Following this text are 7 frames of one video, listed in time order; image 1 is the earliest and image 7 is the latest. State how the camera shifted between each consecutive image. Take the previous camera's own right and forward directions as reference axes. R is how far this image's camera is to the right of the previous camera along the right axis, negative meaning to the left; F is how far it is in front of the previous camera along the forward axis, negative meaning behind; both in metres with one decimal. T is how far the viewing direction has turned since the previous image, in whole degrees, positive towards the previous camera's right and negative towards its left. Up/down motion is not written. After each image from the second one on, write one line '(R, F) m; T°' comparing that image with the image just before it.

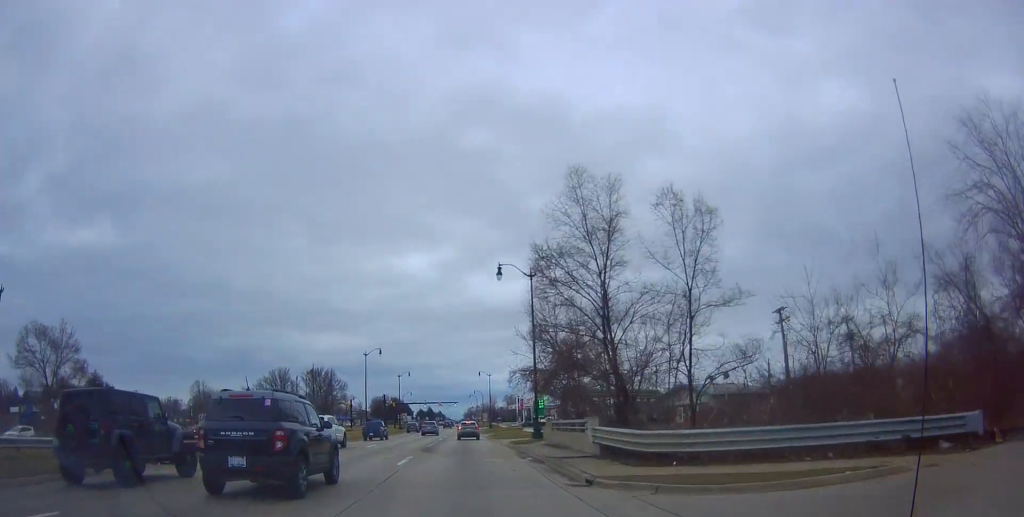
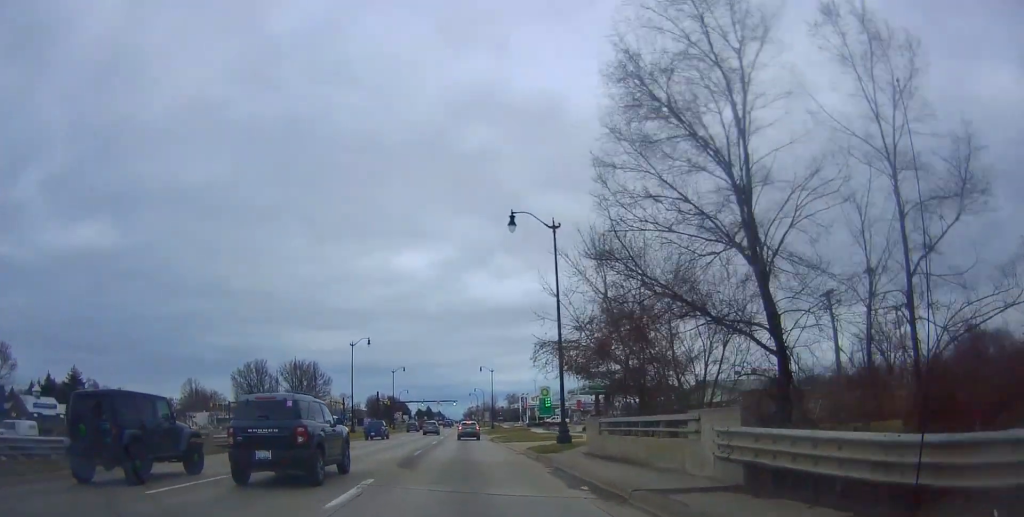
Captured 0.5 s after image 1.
(+0.4, +9.1) m; +1°
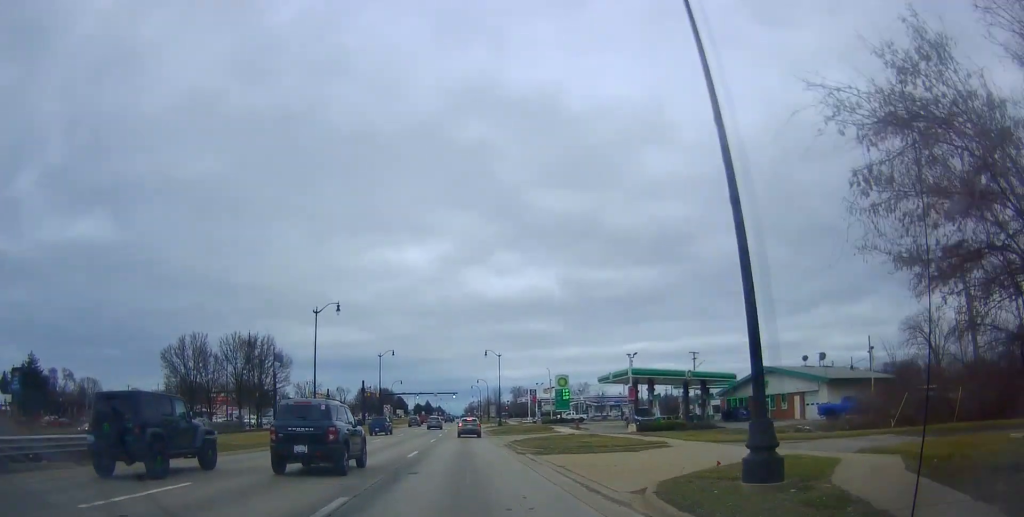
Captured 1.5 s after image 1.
(+0.4, +17.1) m; +1°
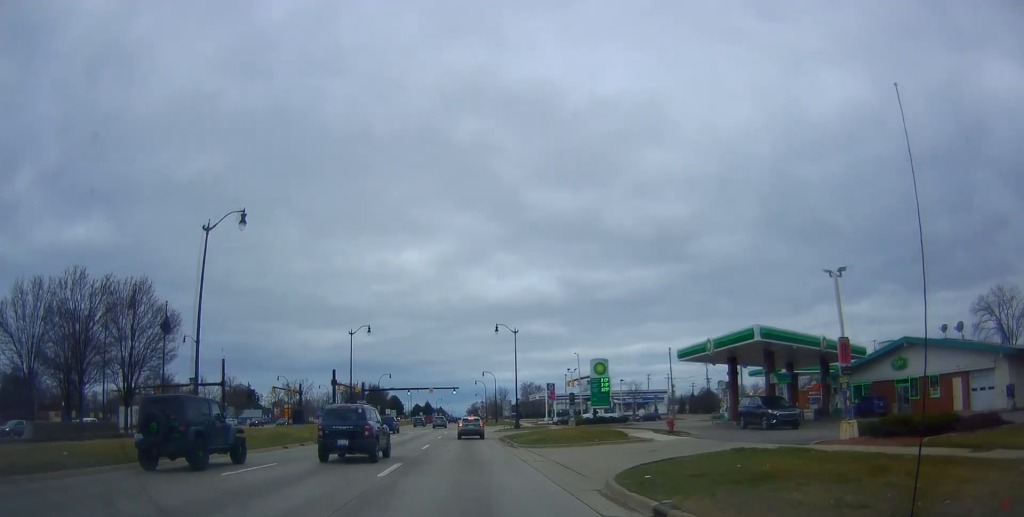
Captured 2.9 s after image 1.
(0.0, +23.1) m; -2°
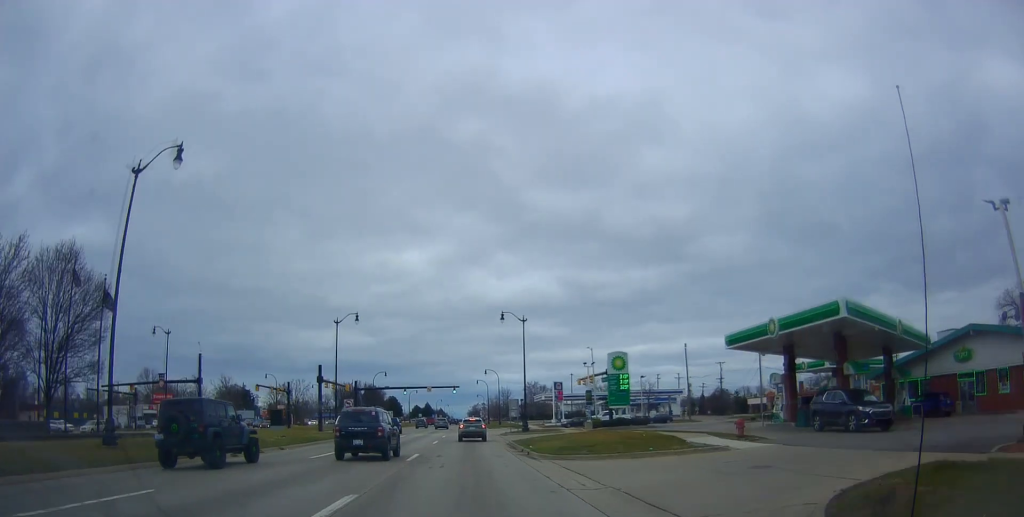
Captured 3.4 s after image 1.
(-0.2, +7.7) m; 0°
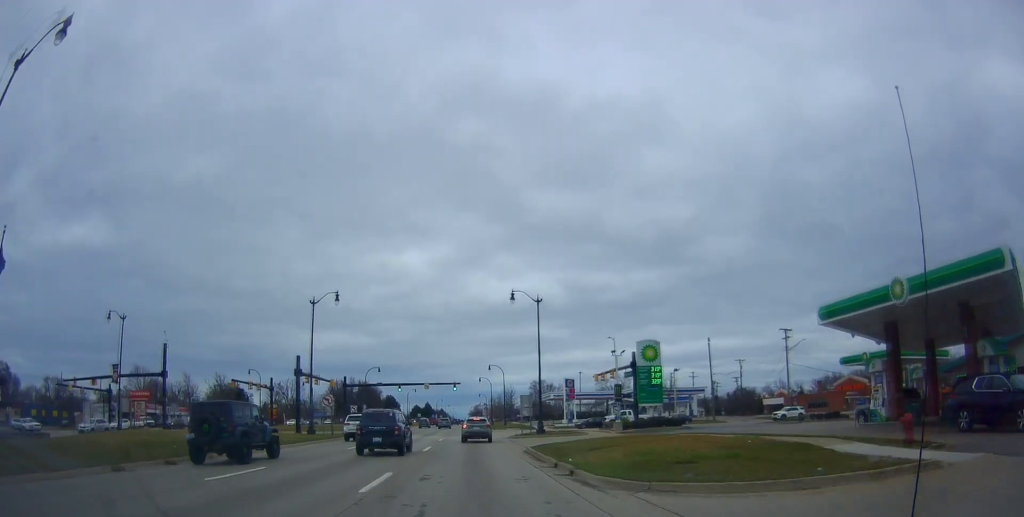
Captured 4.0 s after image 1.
(-0.4, +9.9) m; 0°
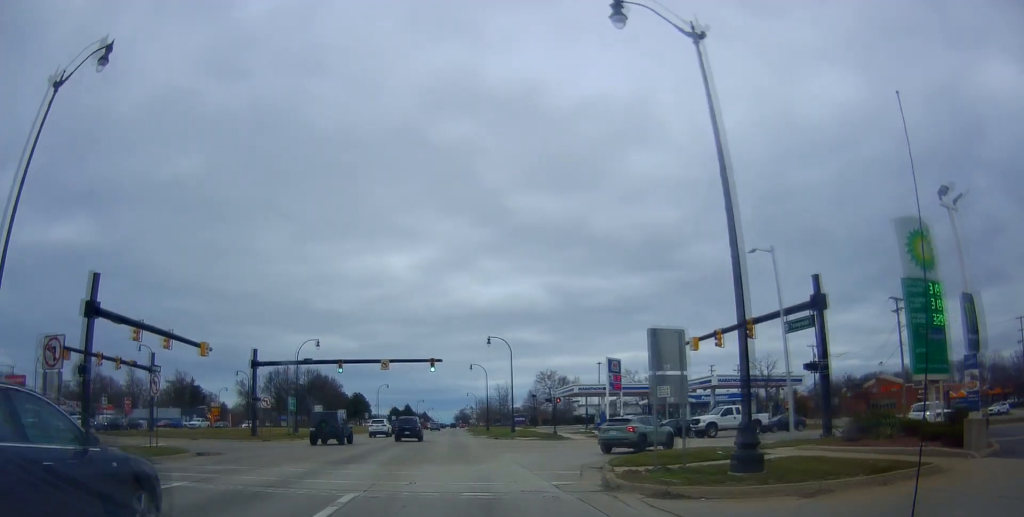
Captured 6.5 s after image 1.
(+1.6, +36.4) m; +3°
